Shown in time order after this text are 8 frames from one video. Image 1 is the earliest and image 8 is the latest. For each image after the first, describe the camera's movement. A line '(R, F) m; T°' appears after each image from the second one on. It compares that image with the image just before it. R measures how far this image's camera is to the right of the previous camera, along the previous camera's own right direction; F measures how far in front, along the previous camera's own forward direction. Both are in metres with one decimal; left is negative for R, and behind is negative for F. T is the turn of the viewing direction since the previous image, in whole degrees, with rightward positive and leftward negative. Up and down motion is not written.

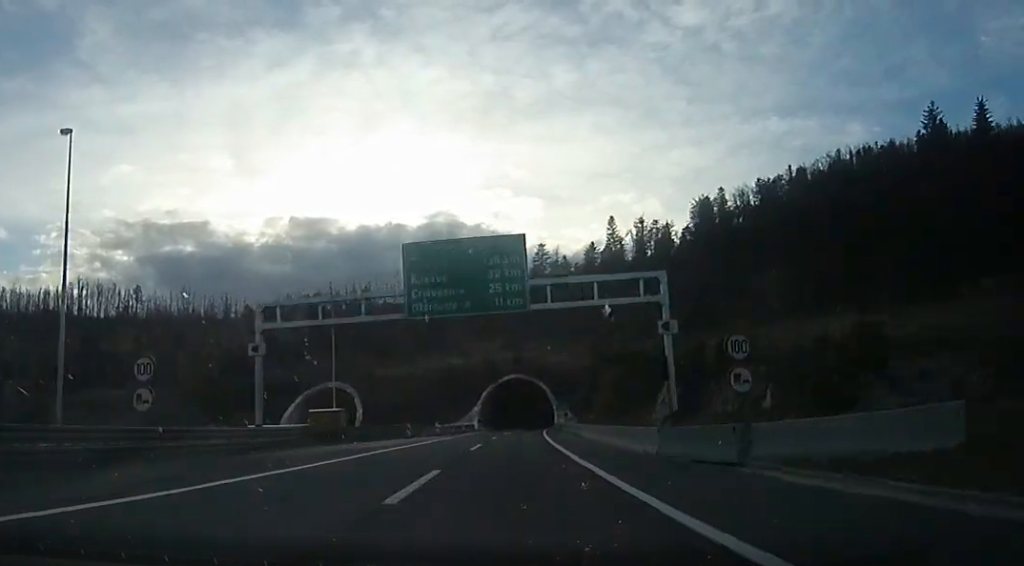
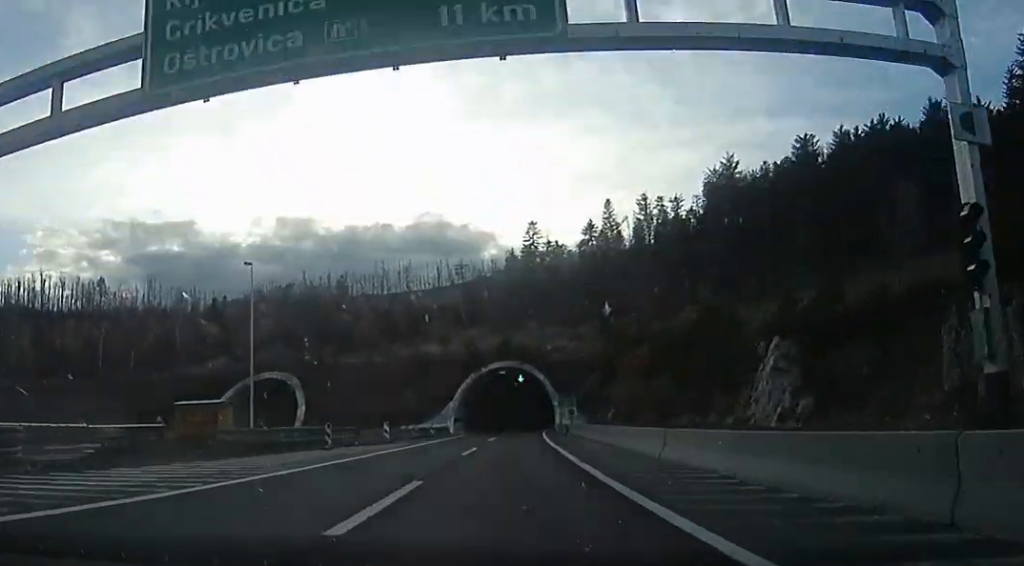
(+1.0, +19.2) m; +1°
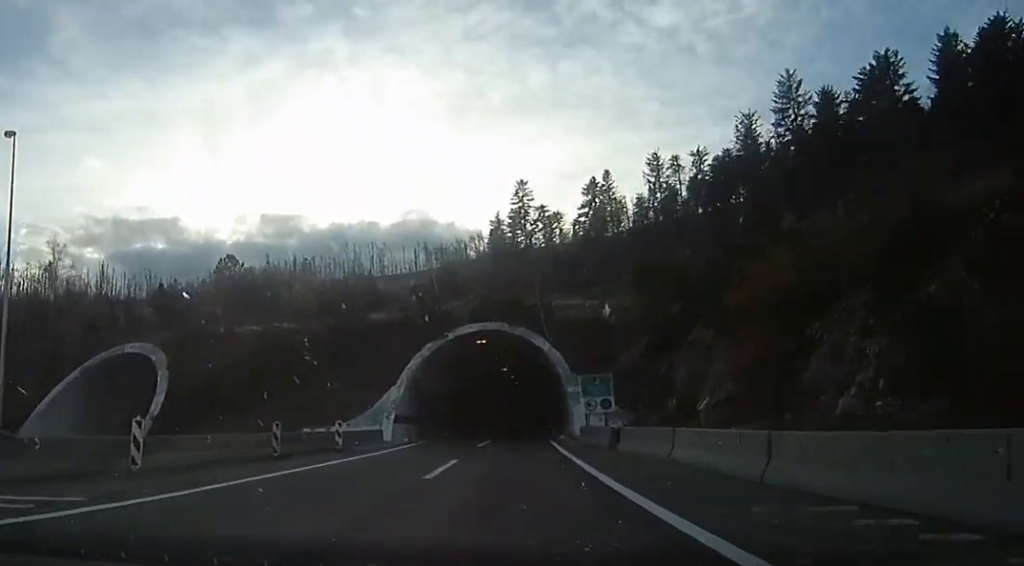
(0.0, +25.4) m; 0°
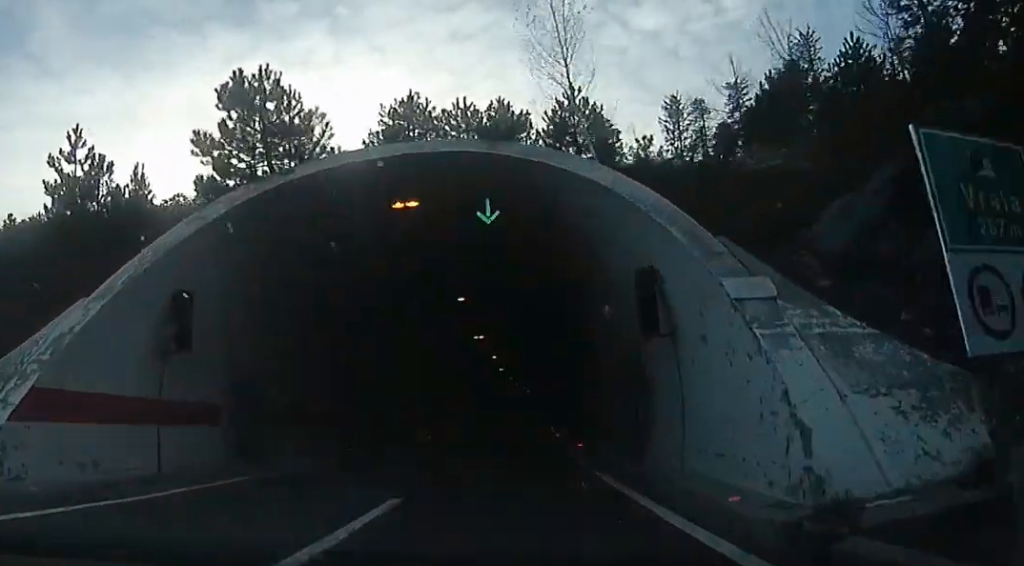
(-0.5, +26.3) m; +1°
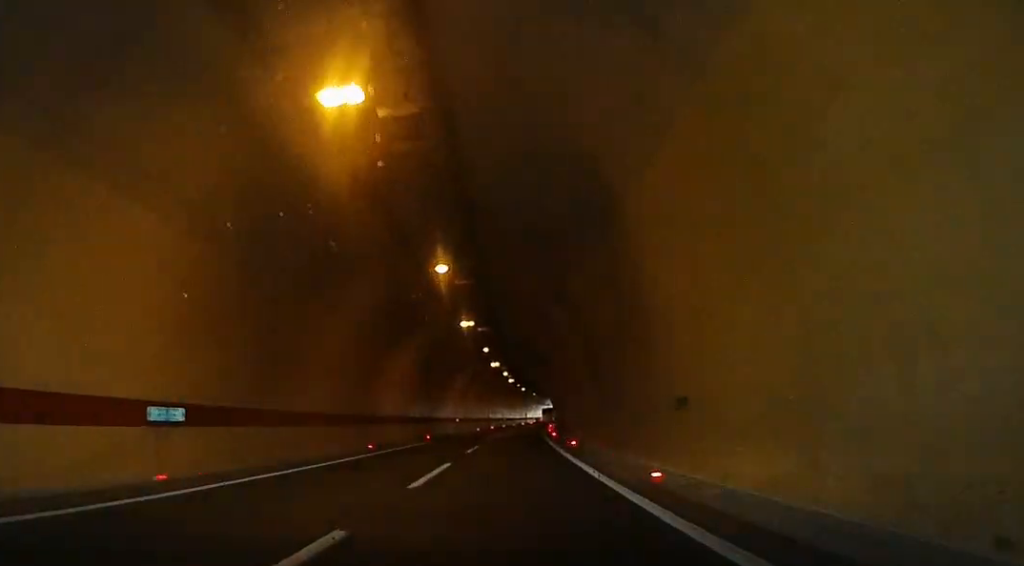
(+1.1, +29.1) m; +2°
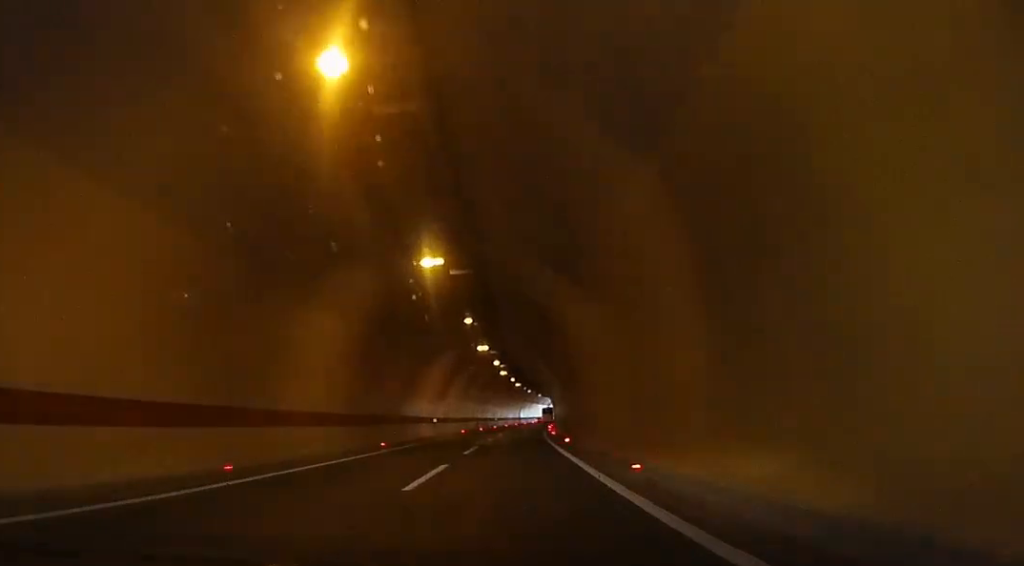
(+0.2, +12.9) m; 0°
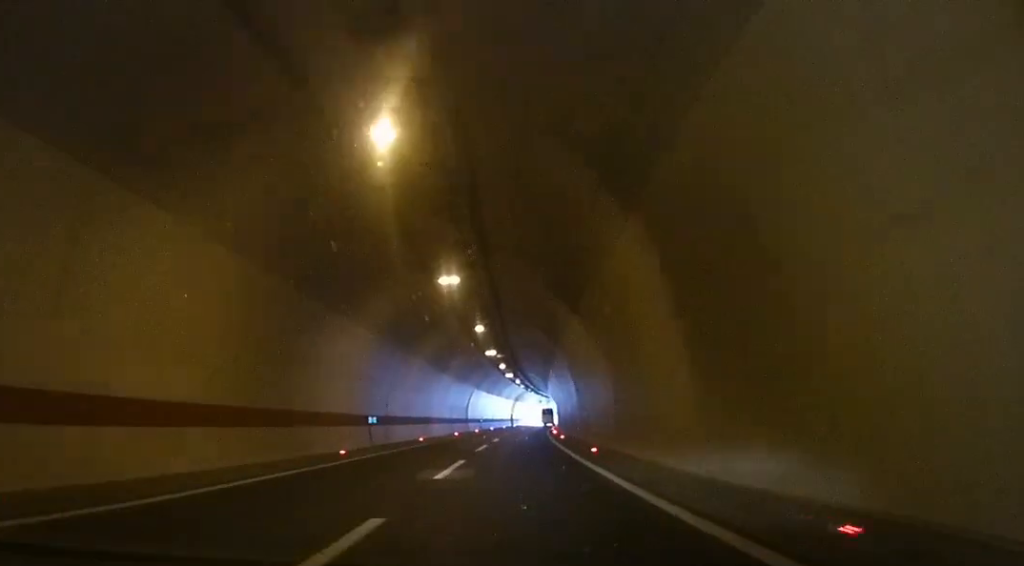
(0.0, +69.6) m; -1°
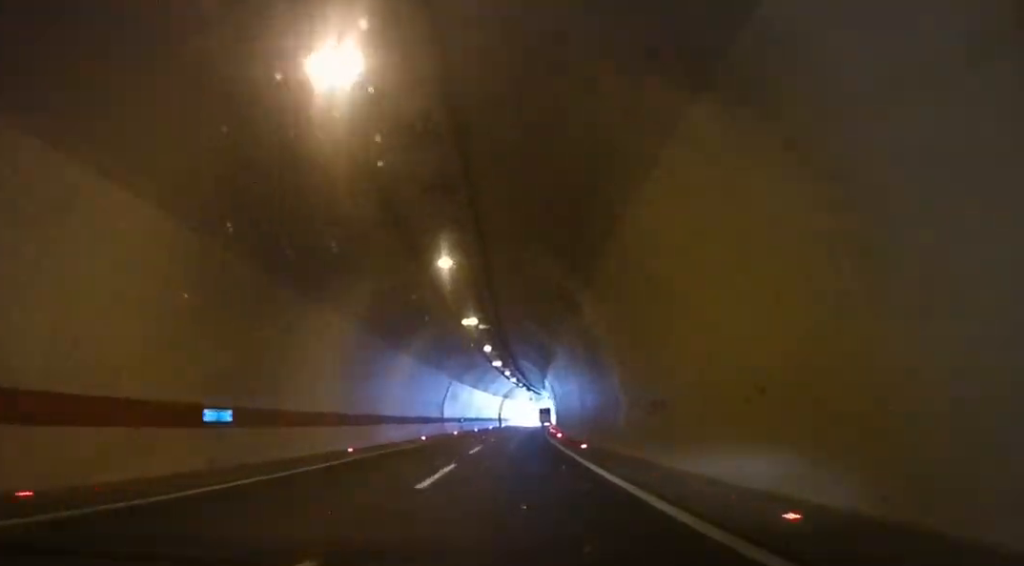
(0.0, +14.4) m; -2°
